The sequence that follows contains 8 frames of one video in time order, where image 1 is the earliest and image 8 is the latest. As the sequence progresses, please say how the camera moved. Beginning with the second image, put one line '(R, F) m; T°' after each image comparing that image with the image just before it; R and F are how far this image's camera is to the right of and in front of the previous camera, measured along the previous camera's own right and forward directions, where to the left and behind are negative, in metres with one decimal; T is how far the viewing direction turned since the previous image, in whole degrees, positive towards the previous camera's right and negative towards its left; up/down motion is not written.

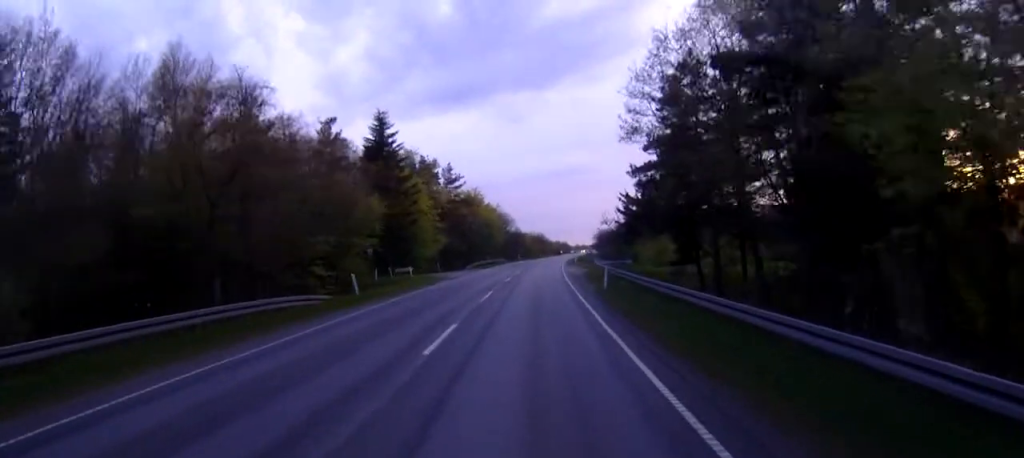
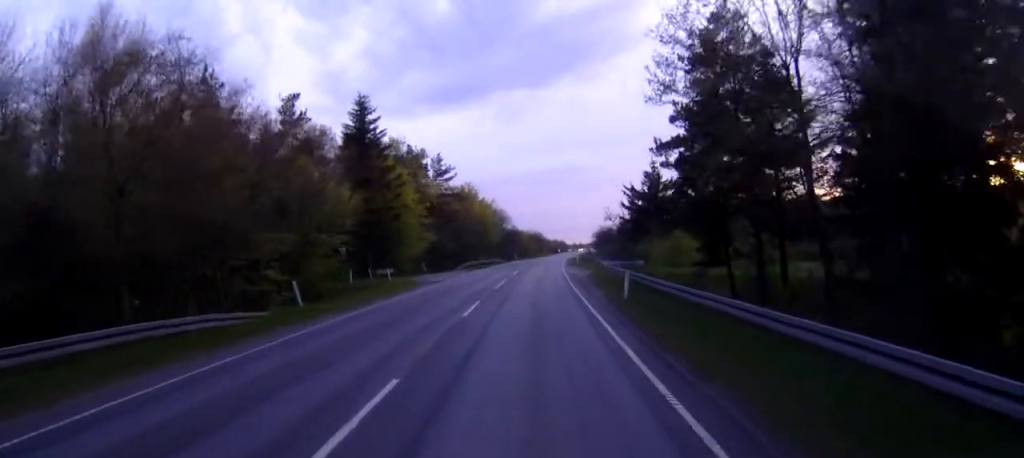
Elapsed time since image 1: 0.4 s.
(0.0, +7.8) m; 0°
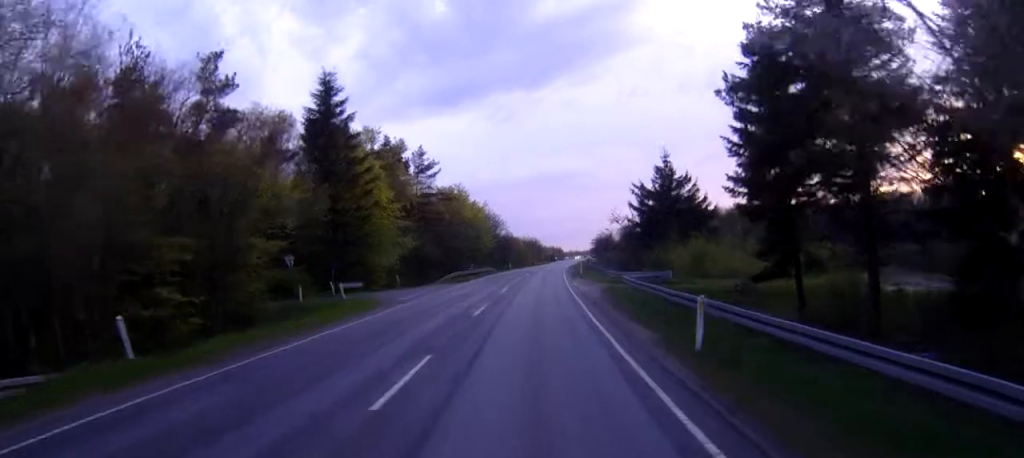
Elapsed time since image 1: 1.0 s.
(0.0, +11.1) m; +1°
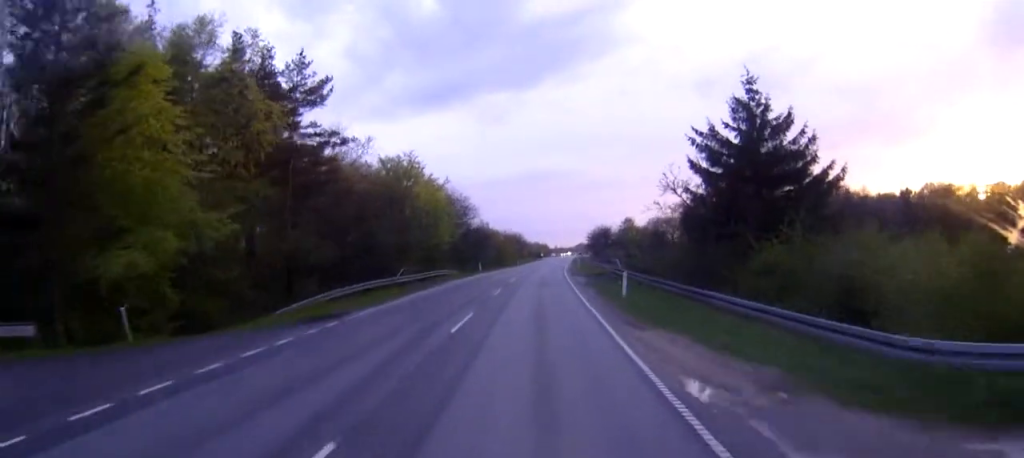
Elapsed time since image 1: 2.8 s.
(+0.5, +36.8) m; +1°
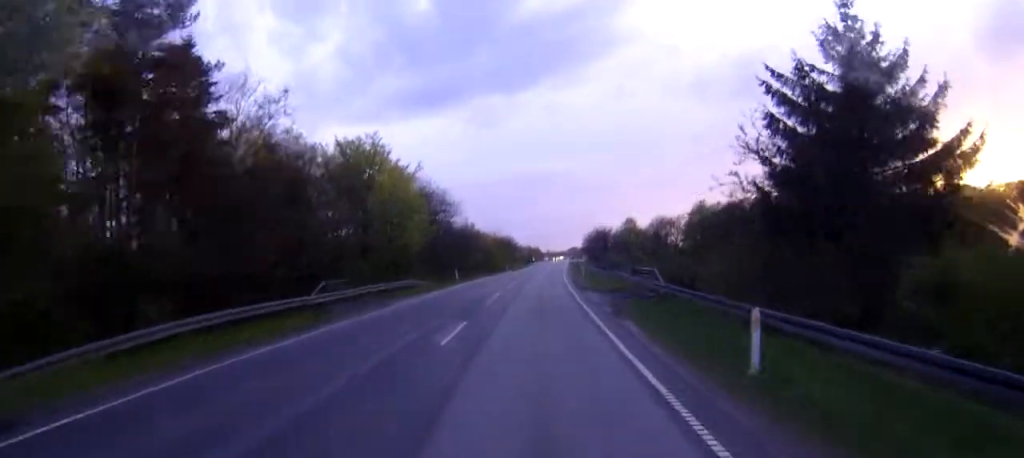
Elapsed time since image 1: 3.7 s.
(0.0, +16.3) m; 0°
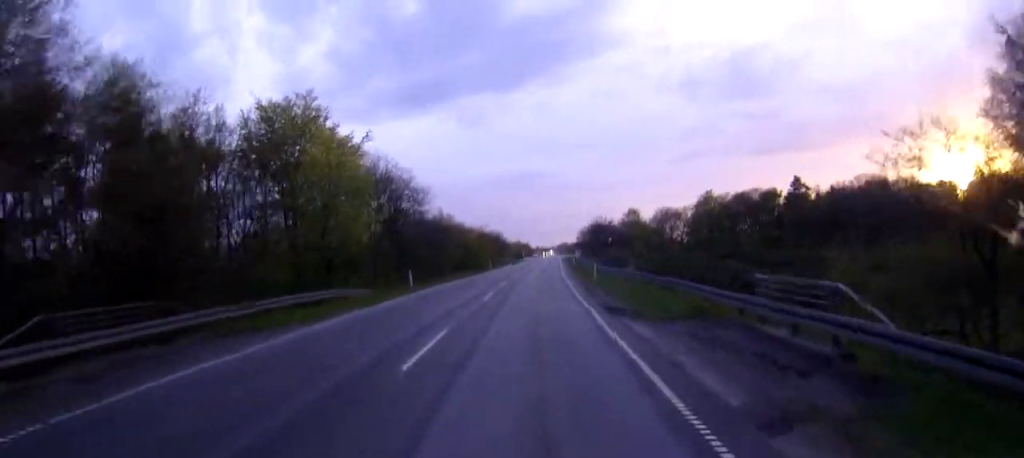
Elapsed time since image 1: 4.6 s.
(-0.1, +18.7) m; +1°
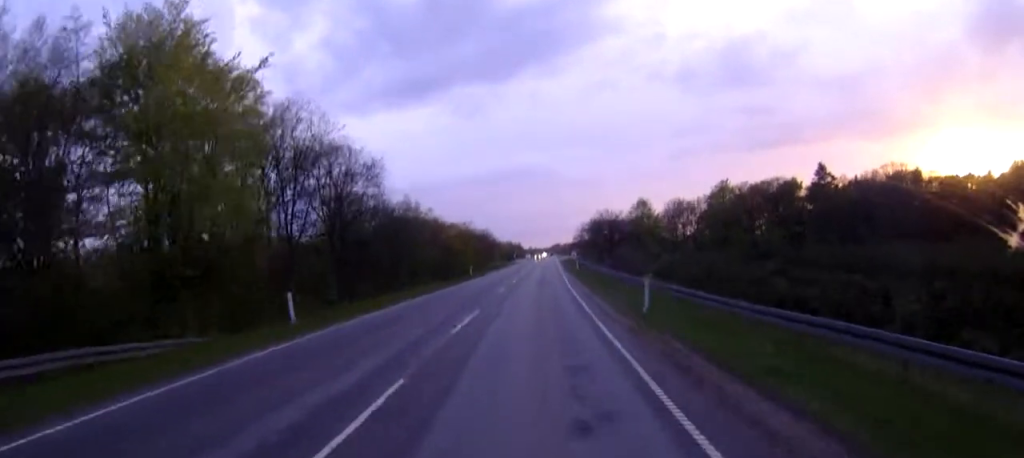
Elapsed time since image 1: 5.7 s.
(+0.4, +20.3) m; +2°
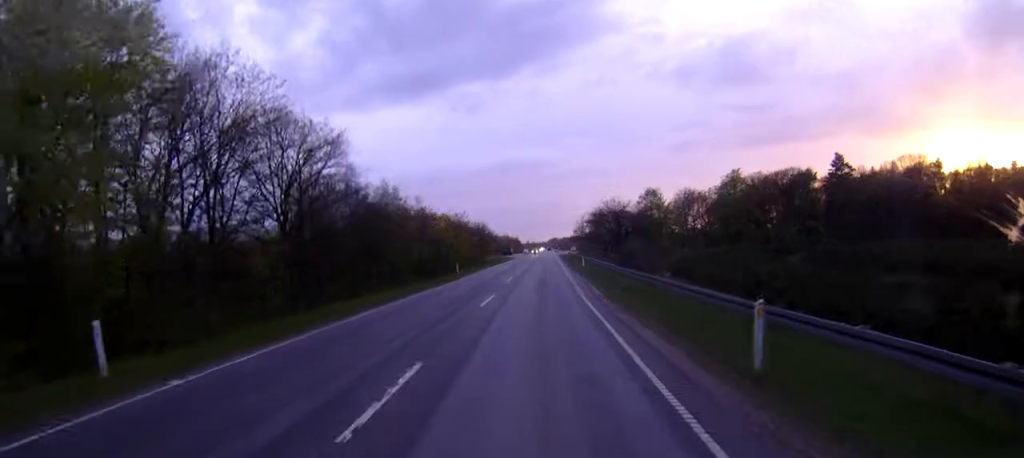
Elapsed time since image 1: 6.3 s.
(+0.1, +10.6) m; 0°
